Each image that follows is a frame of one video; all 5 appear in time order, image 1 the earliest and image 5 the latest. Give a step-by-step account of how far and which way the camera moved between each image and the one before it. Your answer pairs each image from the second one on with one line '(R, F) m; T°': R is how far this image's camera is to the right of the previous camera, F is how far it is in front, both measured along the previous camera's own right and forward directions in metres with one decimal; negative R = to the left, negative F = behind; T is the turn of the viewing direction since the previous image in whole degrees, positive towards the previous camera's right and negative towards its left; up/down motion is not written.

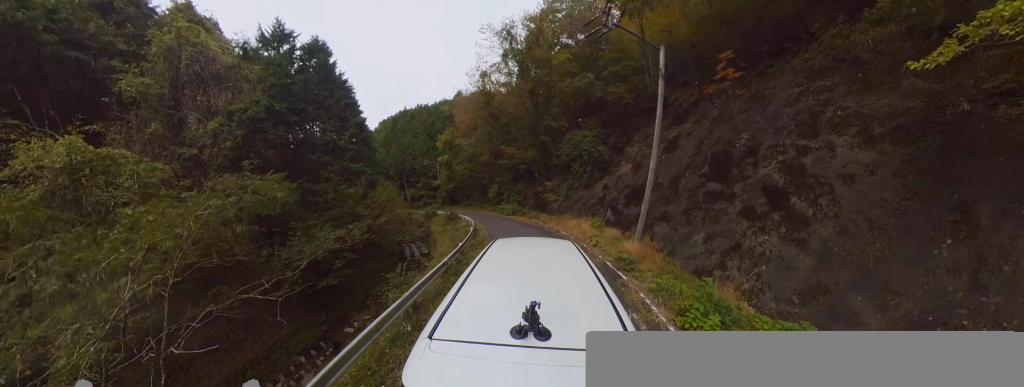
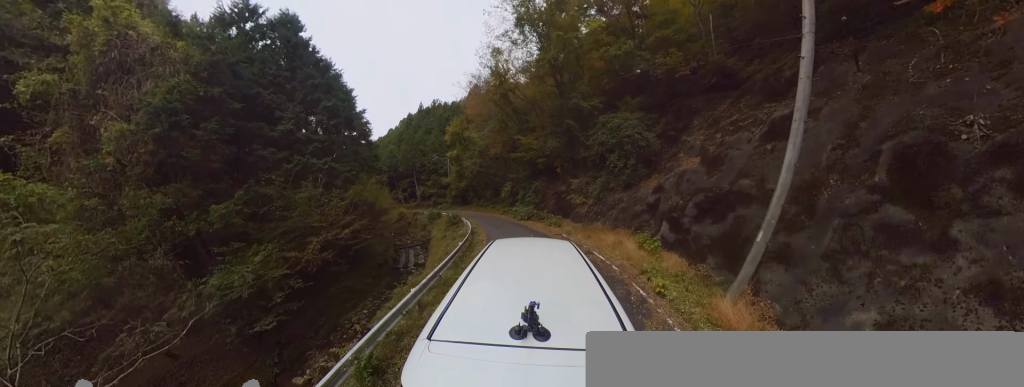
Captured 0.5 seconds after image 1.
(0.0, +4.3) m; -12°
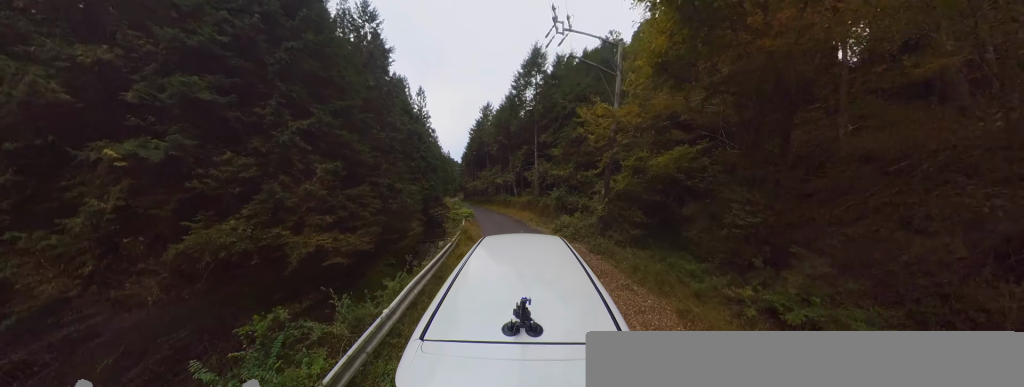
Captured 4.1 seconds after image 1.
(-15.3, +22.5) m; -57°
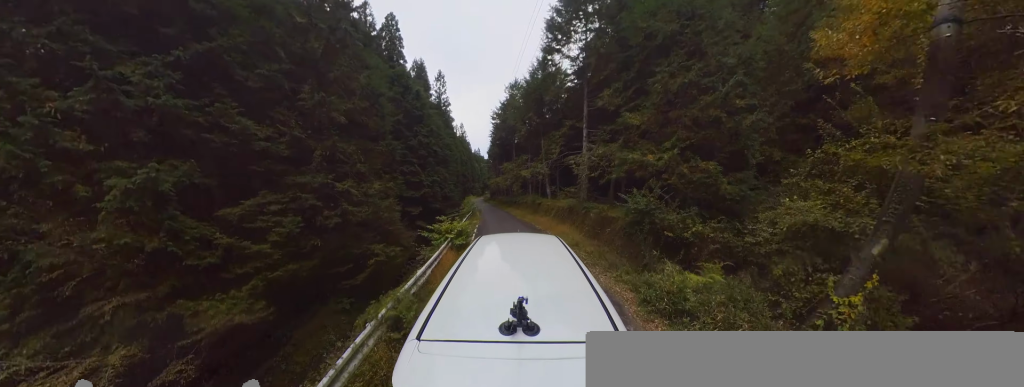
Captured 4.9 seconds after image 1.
(-1.4, +7.0) m; -16°
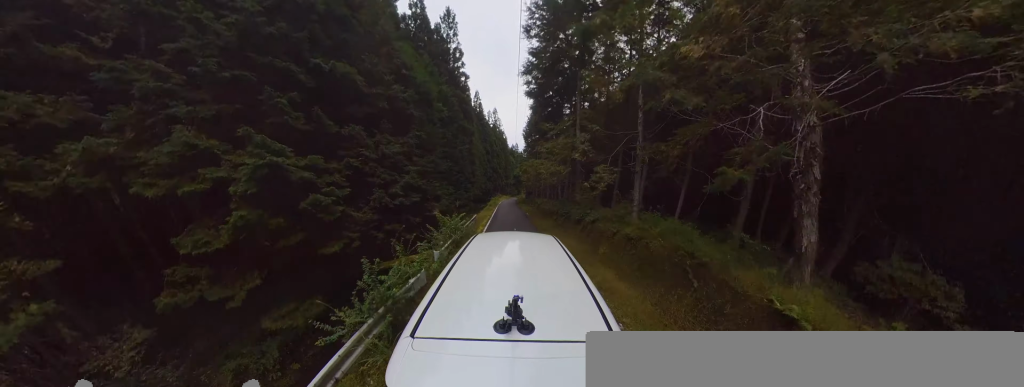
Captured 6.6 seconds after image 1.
(-1.1, +15.4) m; -1°
